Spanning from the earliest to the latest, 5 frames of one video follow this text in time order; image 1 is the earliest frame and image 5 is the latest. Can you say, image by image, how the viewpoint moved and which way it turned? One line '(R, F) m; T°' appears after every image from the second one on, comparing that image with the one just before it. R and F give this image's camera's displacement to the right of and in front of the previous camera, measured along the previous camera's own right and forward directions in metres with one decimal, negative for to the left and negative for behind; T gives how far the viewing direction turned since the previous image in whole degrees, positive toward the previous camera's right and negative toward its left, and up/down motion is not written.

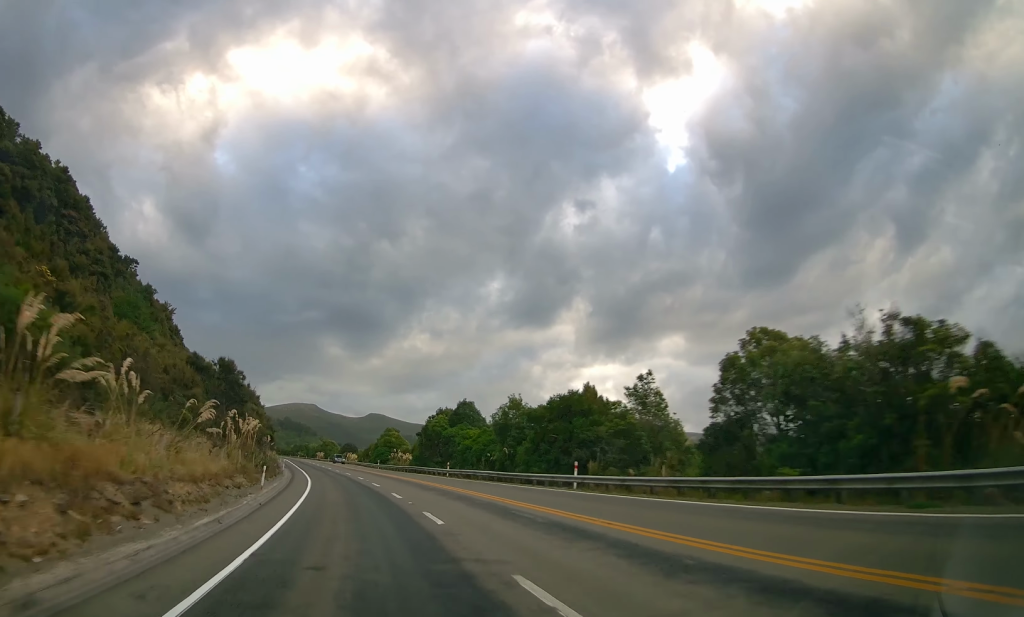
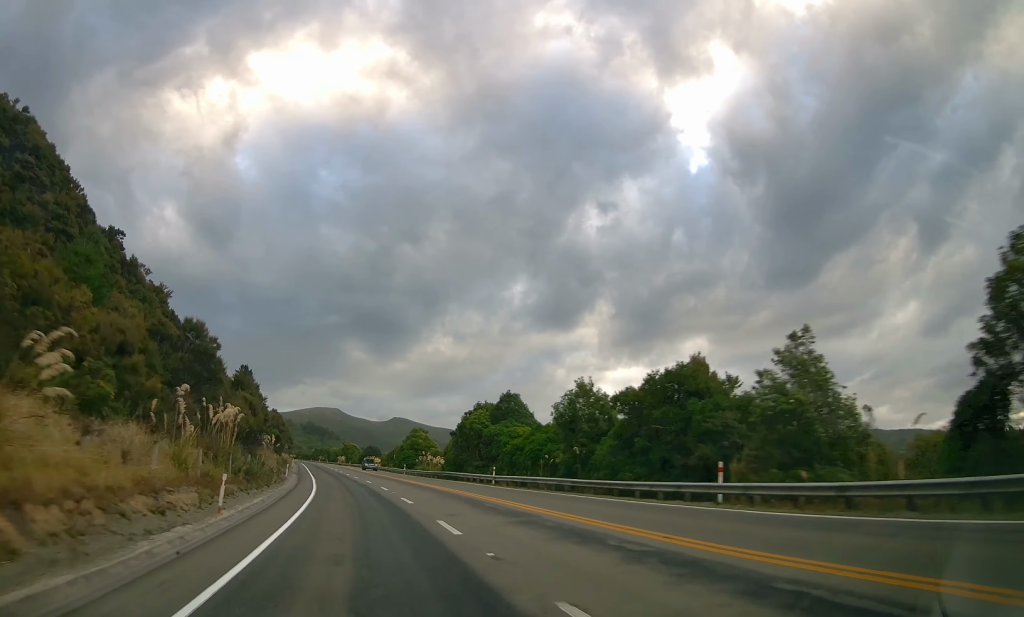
(-0.1, +11.1) m; -2°
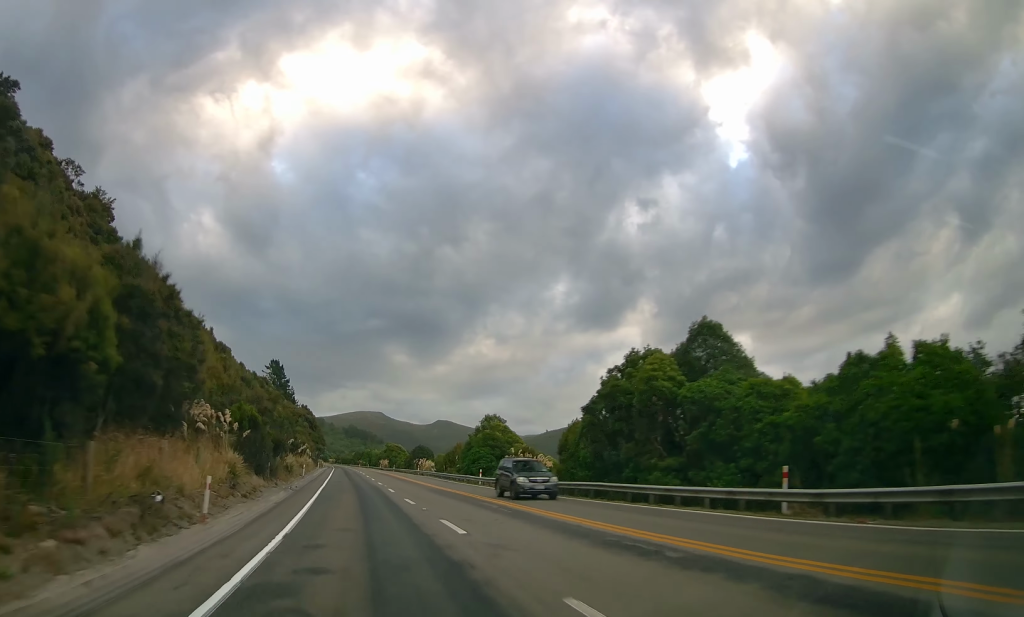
(-0.8, +28.8) m; -4°
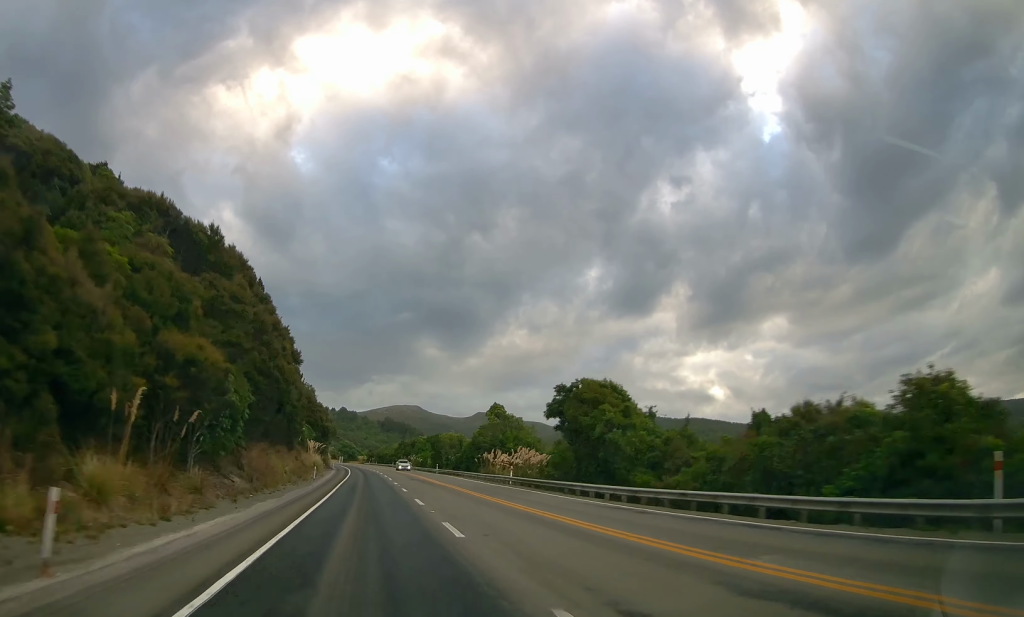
(-6.9, +117.6) m; -3°
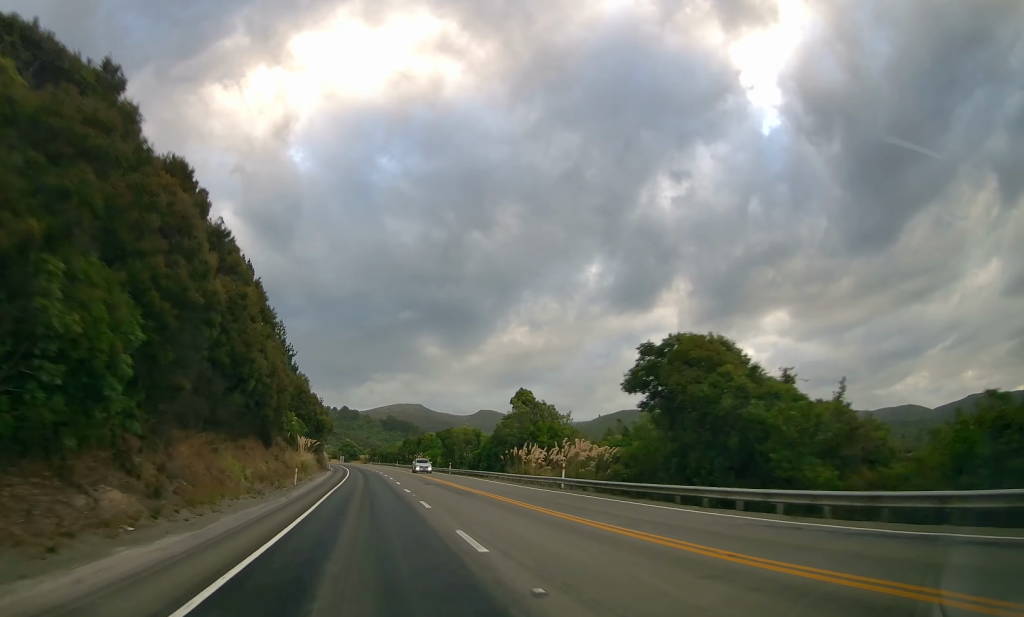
(-0.2, +12.3) m; 0°
